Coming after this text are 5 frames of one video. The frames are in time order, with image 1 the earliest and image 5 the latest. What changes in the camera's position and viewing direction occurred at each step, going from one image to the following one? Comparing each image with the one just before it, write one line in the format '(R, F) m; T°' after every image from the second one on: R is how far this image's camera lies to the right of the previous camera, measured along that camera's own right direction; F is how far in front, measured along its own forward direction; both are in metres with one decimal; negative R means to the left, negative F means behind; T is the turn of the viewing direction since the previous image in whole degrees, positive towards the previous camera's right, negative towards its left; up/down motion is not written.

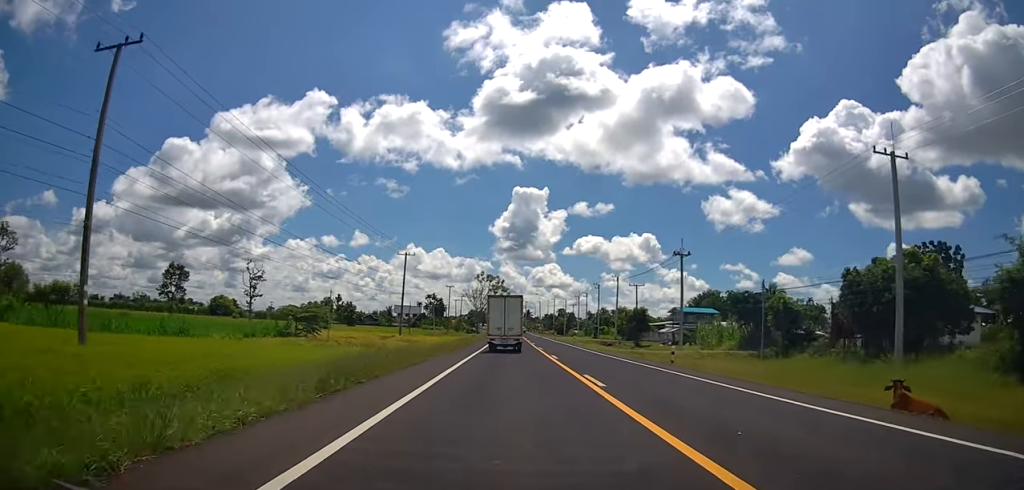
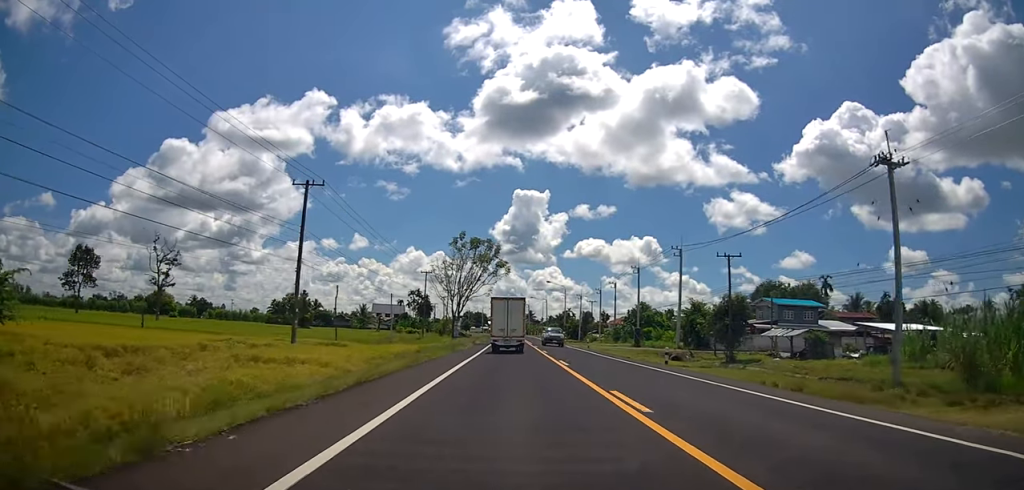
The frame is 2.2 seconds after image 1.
(+1.7, +40.7) m; +3°
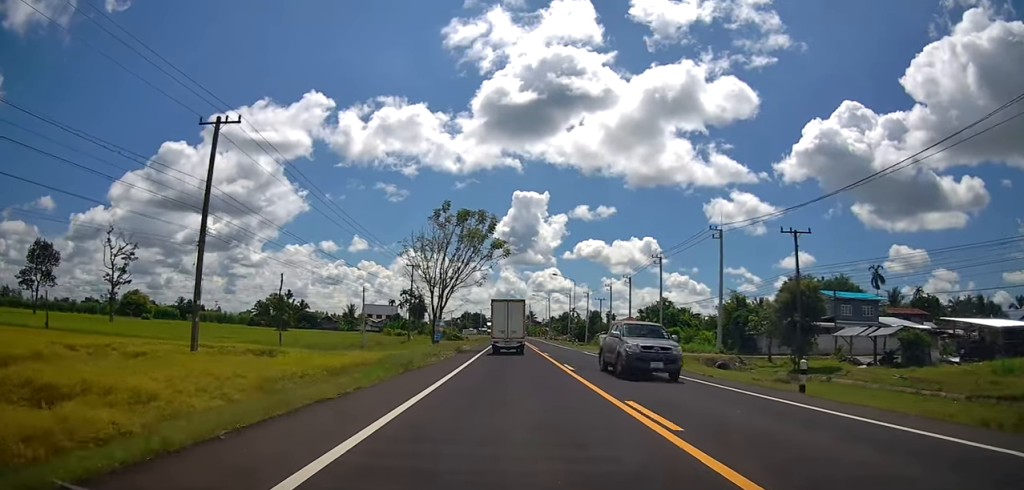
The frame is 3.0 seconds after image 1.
(-0.5, +13.5) m; -2°
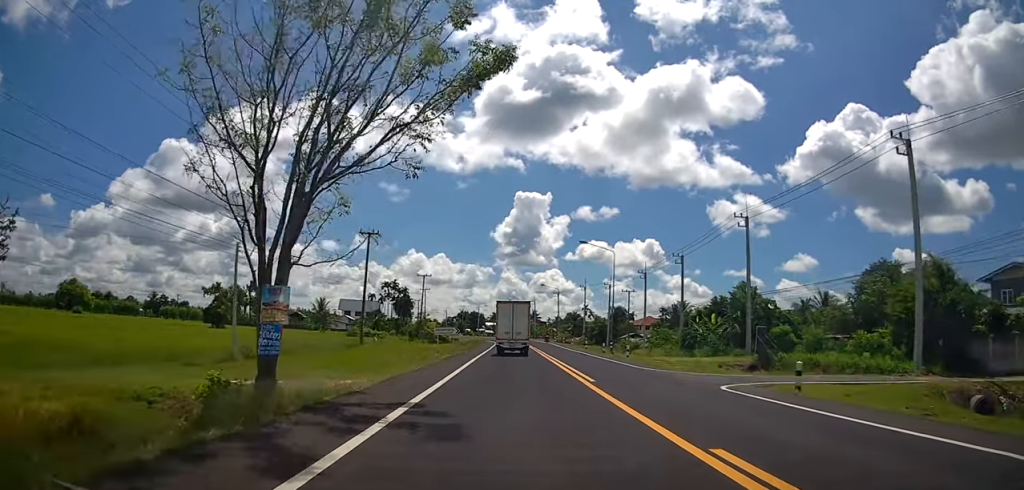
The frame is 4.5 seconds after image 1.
(-0.4, +28.2) m; -1°
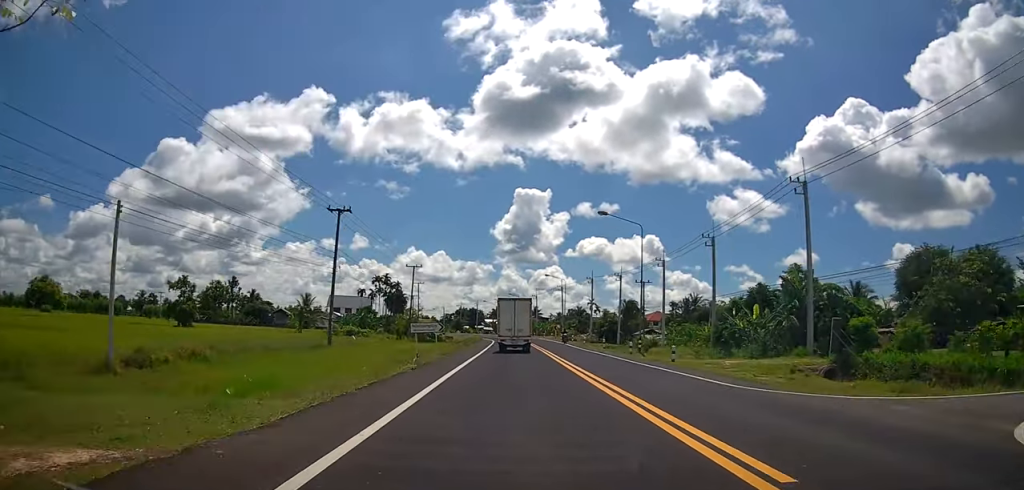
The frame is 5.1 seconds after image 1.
(0.0, +10.5) m; 0°
